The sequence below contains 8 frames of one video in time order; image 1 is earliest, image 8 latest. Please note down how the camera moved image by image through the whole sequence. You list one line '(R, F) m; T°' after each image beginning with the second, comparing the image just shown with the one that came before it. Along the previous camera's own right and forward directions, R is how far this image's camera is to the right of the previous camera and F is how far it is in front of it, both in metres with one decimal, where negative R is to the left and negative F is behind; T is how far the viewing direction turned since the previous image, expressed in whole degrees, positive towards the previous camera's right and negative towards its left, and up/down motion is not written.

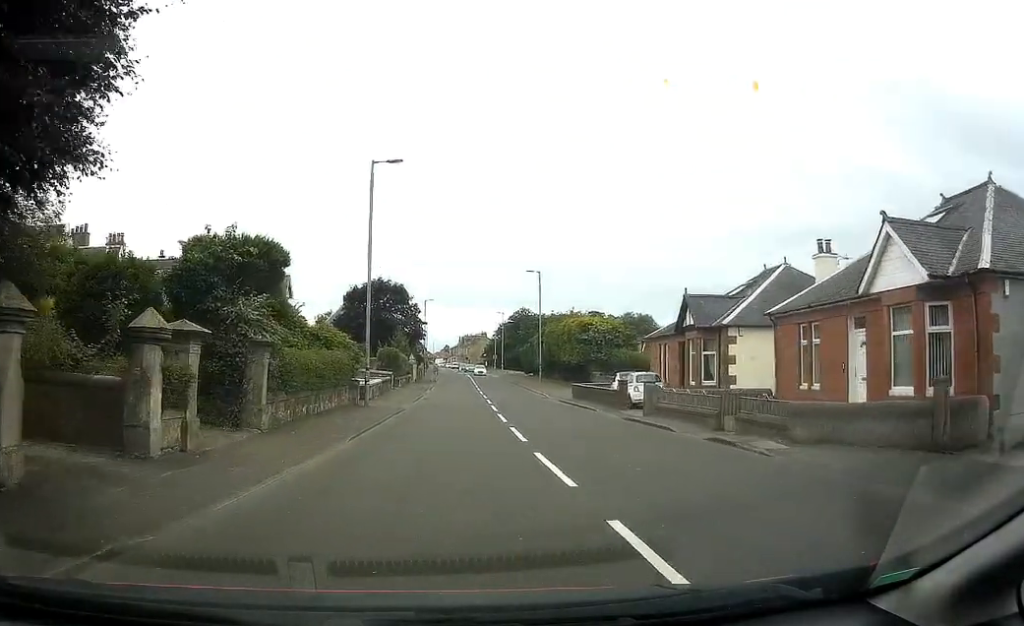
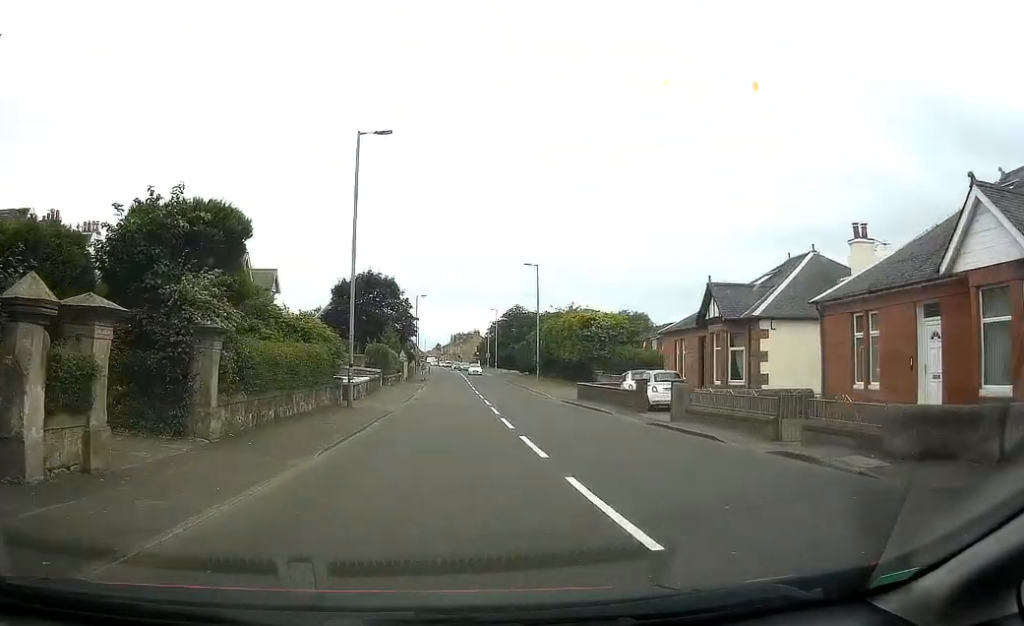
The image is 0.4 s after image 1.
(0.0, +3.2) m; 0°
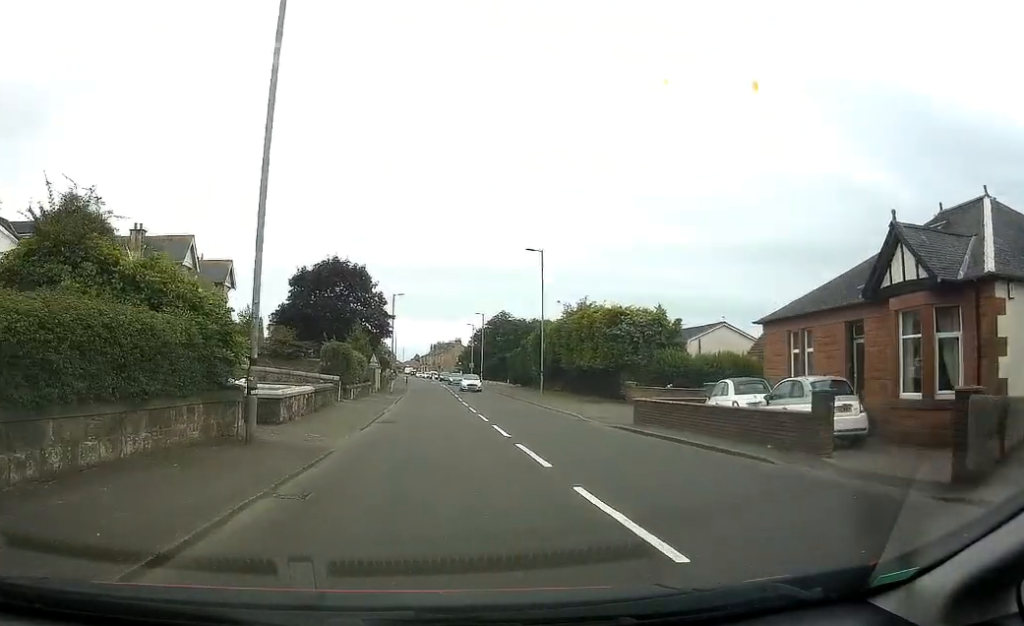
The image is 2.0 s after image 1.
(+0.3, +11.7) m; +3°
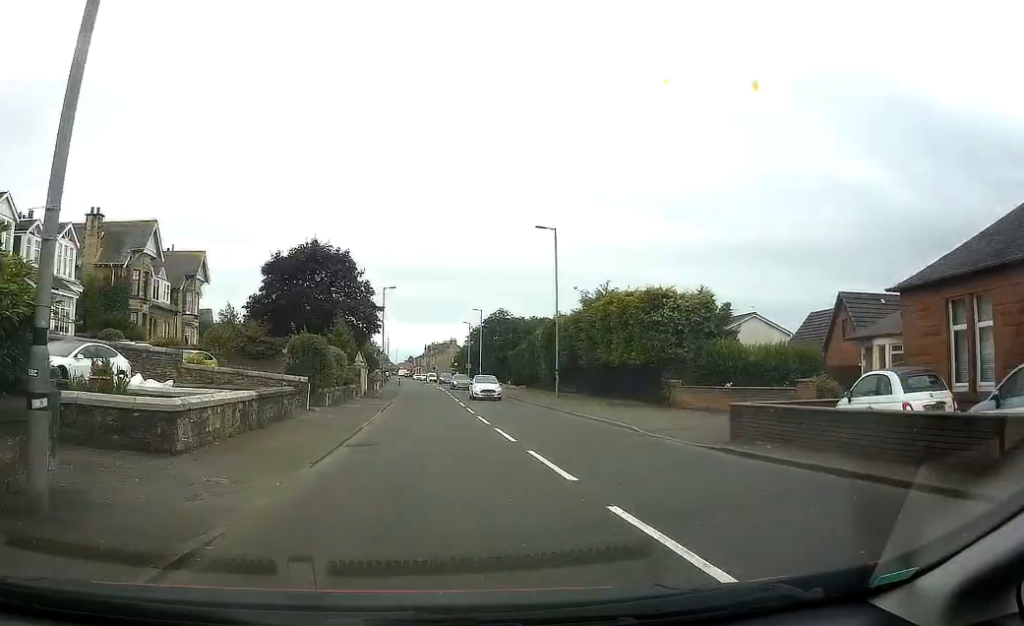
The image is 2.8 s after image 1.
(+0.1, +7.4) m; +1°
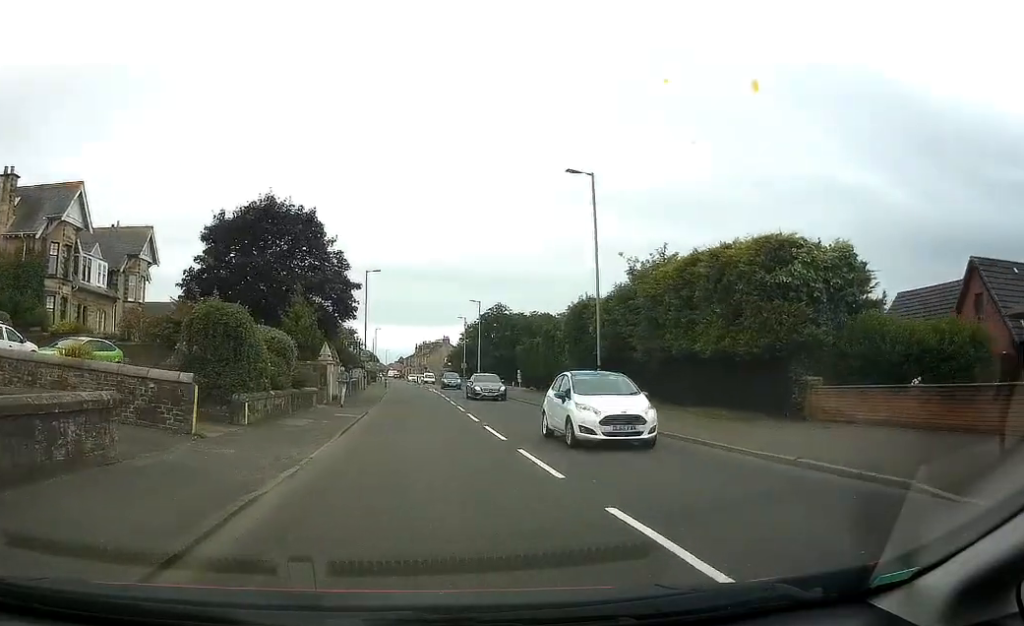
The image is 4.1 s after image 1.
(+0.1, +11.7) m; +2°
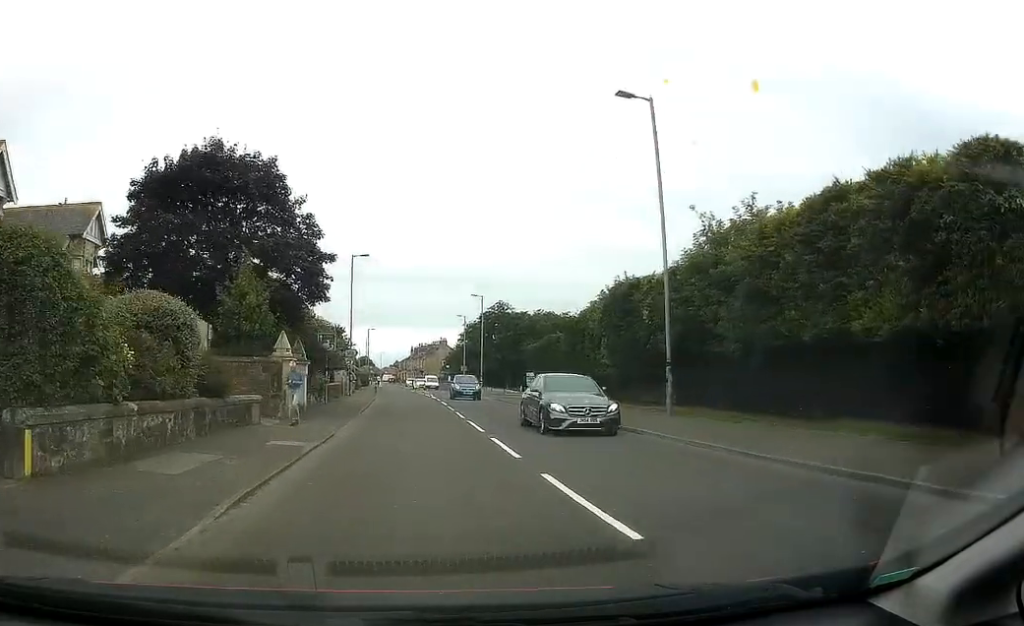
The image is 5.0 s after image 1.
(+0.1, +9.5) m; +1°
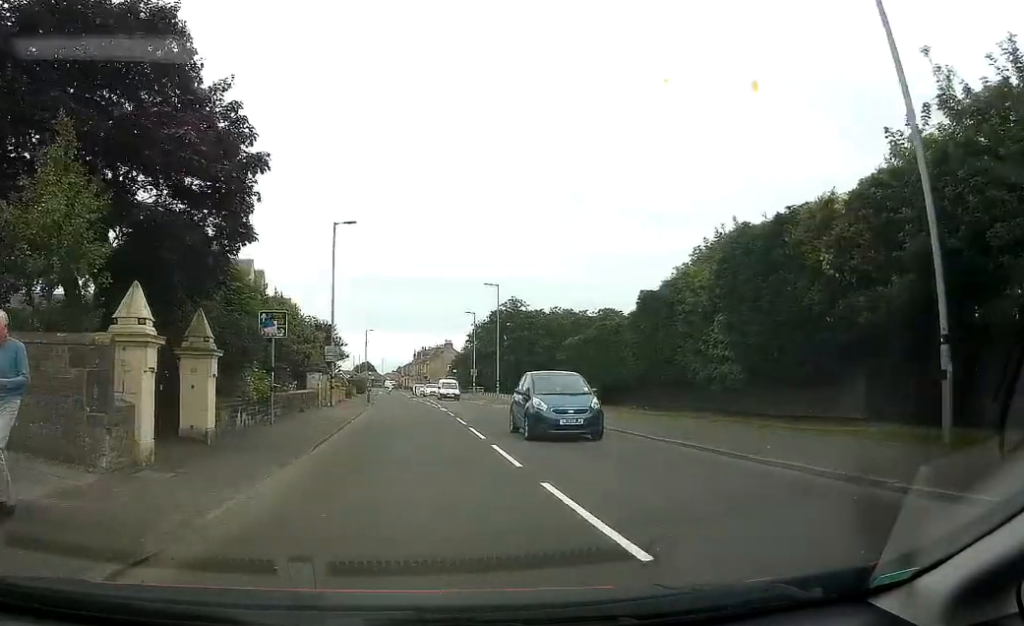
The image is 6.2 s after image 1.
(0.0, +12.4) m; -1°
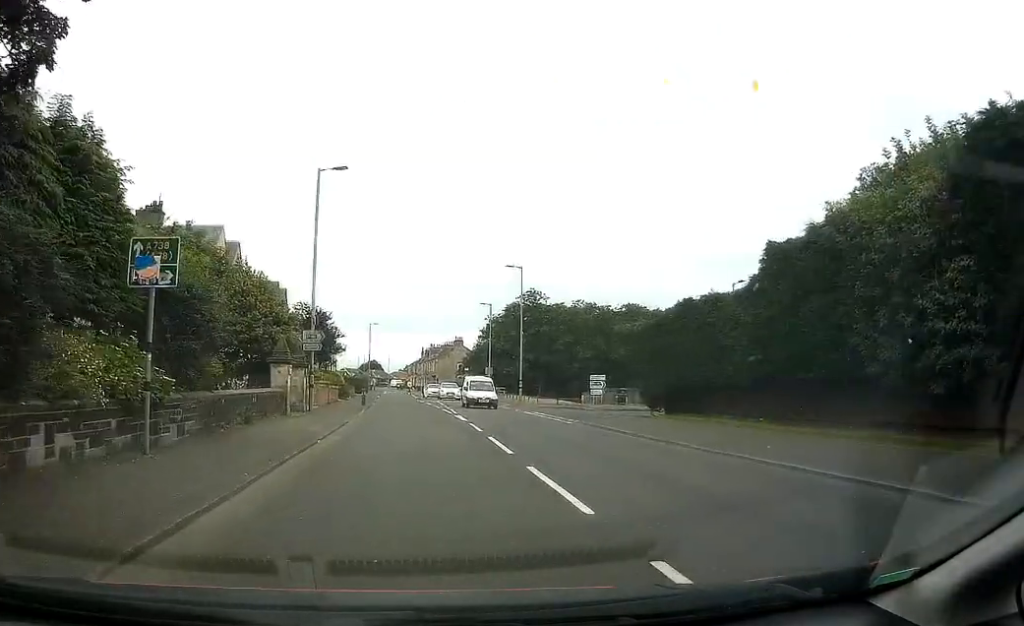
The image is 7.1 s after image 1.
(-0.1, +9.4) m; 0°
